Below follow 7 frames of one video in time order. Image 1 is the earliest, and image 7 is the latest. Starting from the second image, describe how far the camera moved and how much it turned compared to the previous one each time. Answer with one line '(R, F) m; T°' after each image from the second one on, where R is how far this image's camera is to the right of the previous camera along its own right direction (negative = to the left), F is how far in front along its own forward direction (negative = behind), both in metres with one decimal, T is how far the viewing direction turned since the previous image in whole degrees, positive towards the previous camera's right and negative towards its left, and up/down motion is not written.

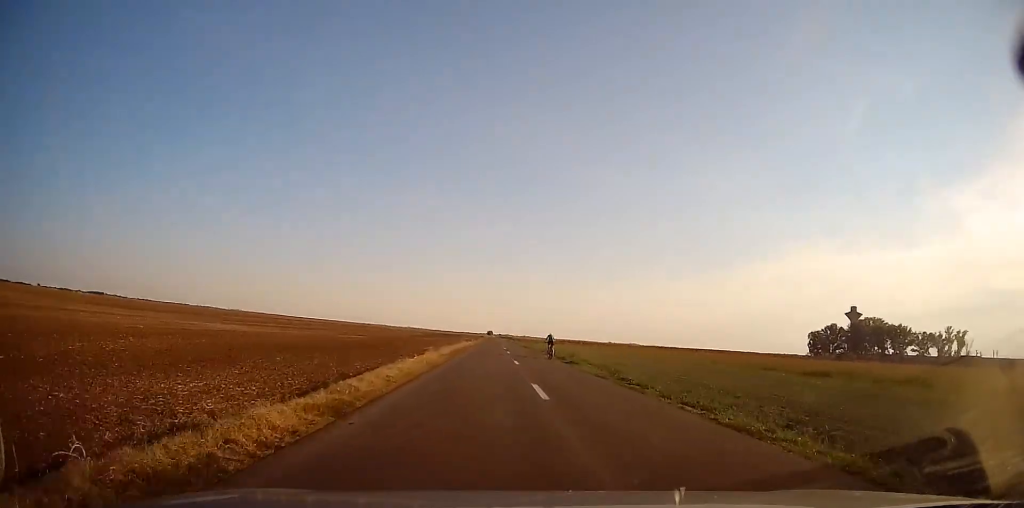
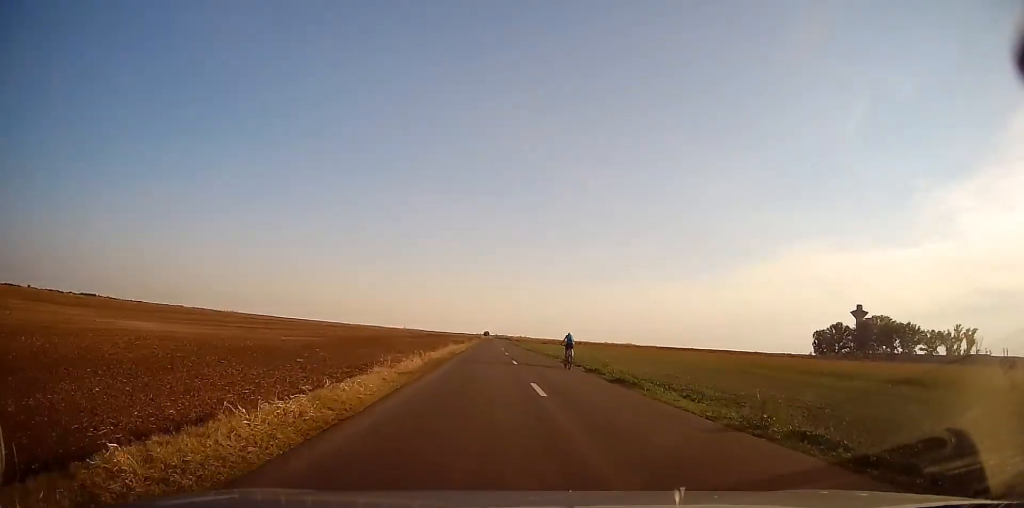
(+0.1, +11.7) m; 0°
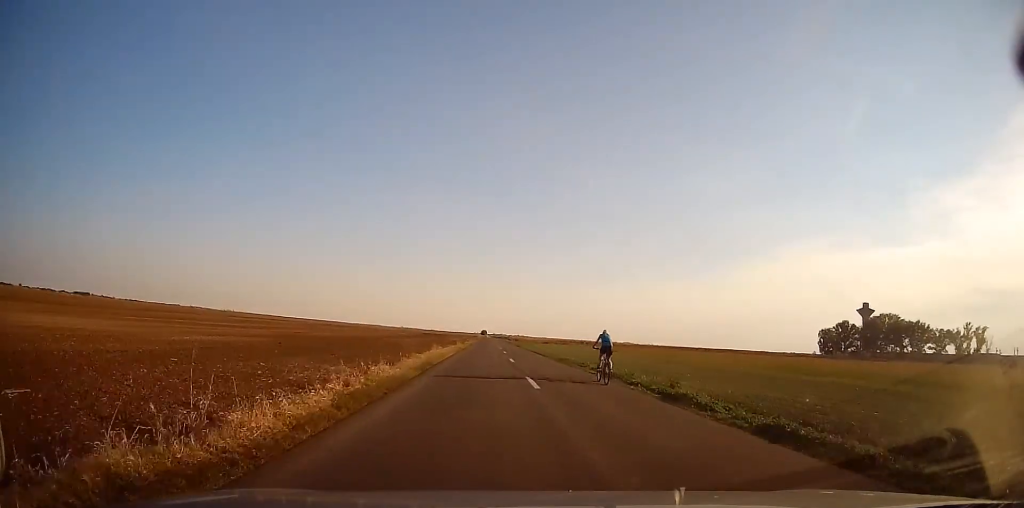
(0.0, +10.9) m; +1°
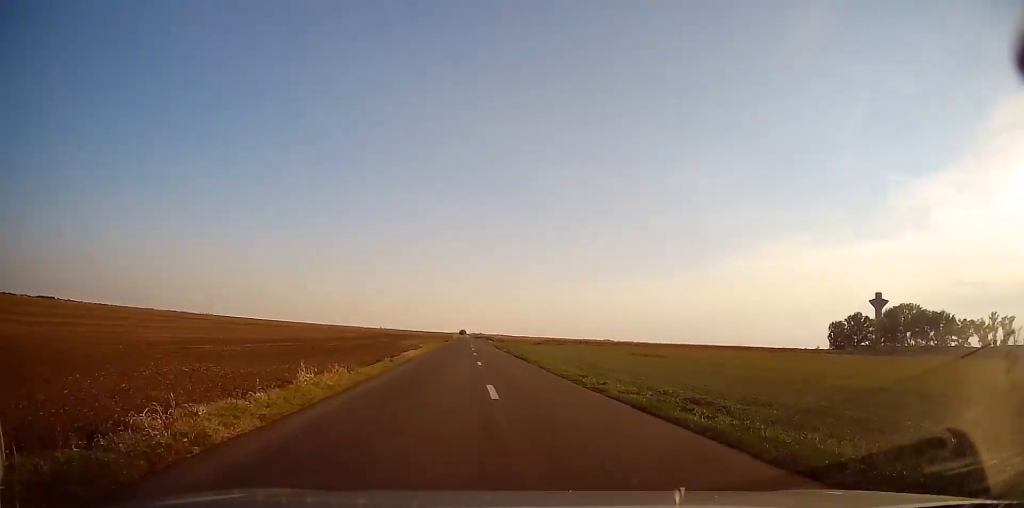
(+0.9, +37.9) m; +2°
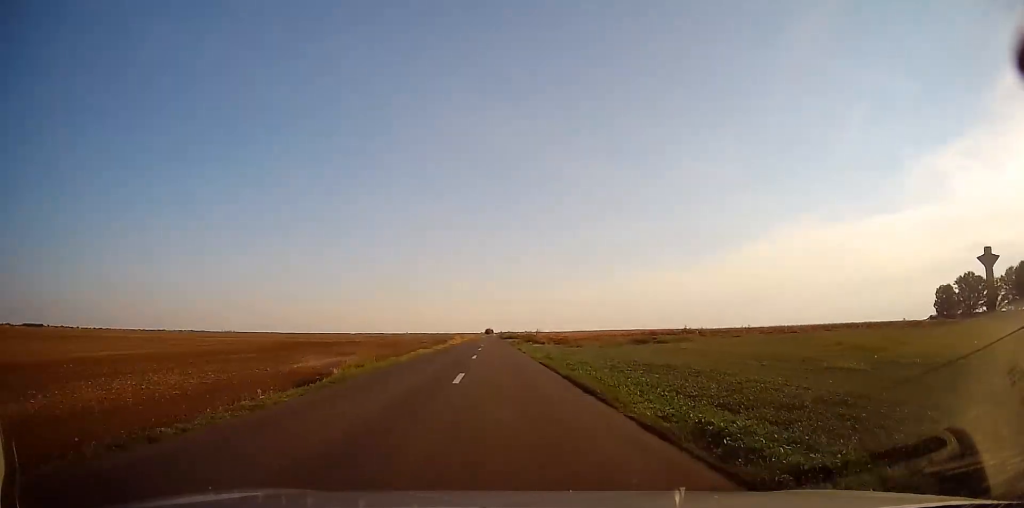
(-1.0, +79.9) m; -2°
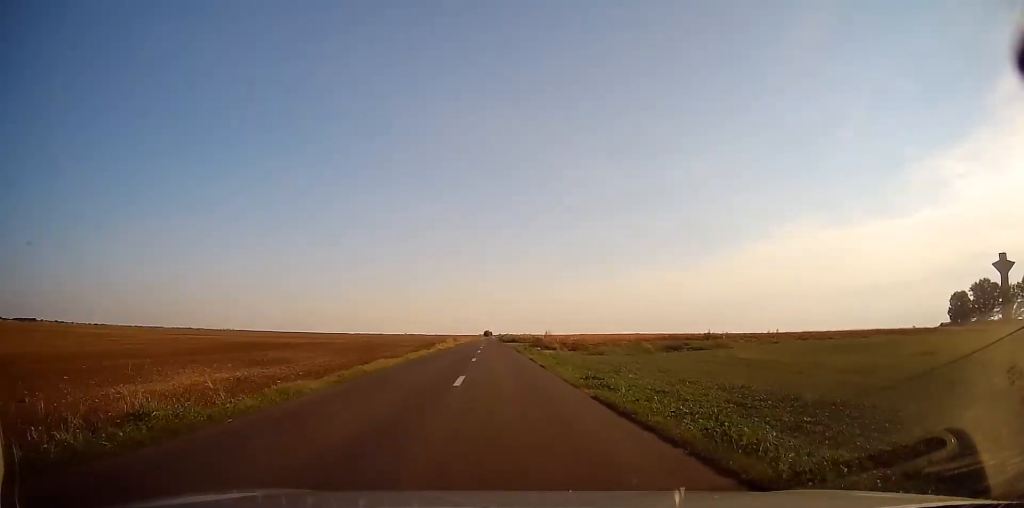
(-0.2, +12.1) m; -1°
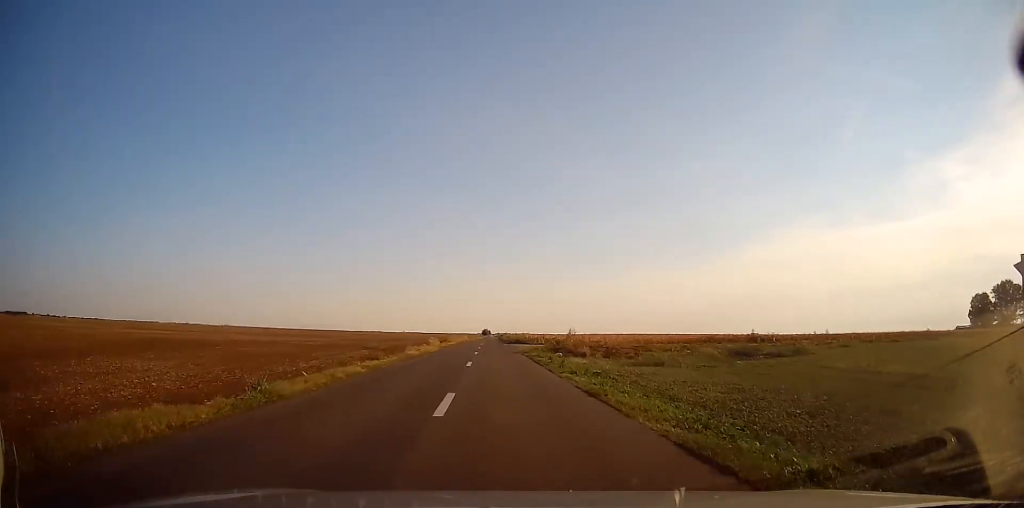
(-0.2, +16.7) m; 0°
